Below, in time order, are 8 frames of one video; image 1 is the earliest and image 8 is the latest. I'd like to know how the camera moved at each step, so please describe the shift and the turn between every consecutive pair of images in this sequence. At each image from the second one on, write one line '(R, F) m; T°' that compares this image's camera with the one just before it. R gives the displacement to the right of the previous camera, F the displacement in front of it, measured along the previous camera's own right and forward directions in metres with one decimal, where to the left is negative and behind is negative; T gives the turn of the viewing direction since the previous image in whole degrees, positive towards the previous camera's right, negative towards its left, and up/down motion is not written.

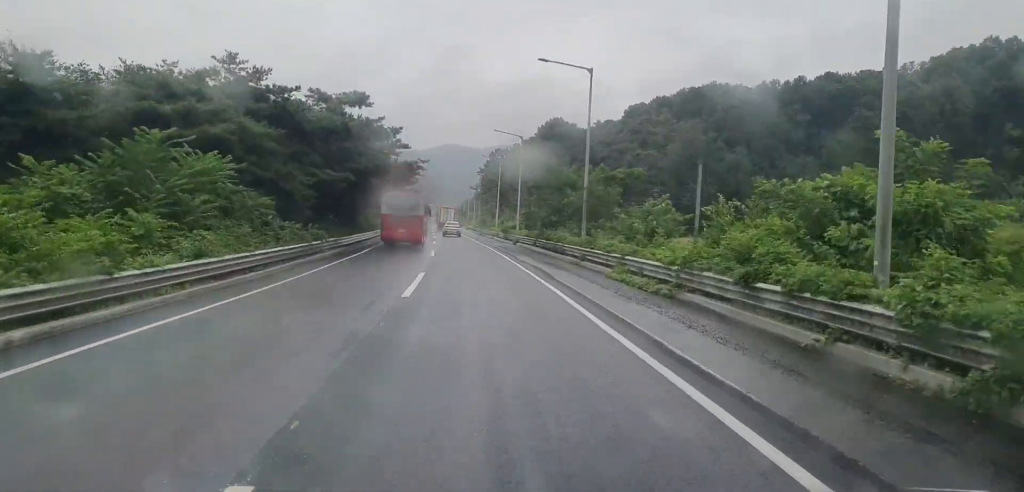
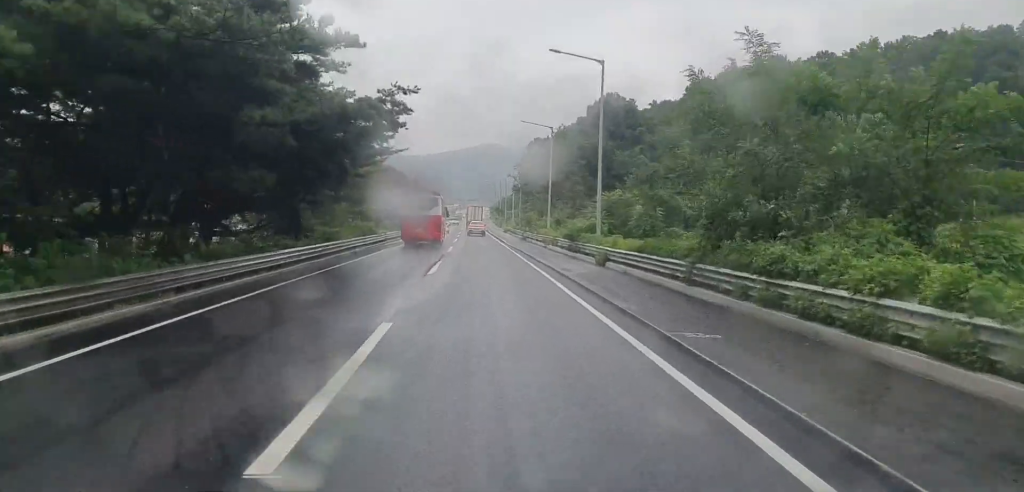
(-0.9, +33.2) m; -2°
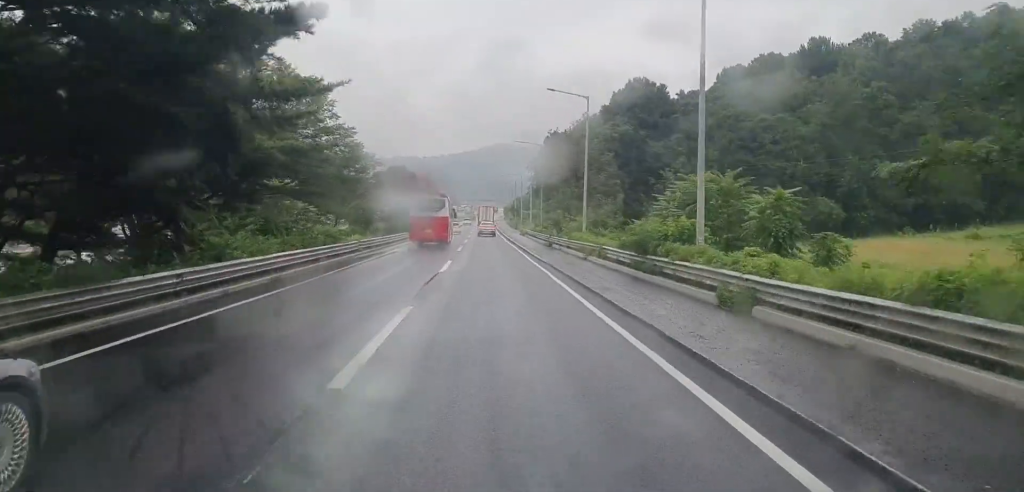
(-0.2, +16.8) m; -1°
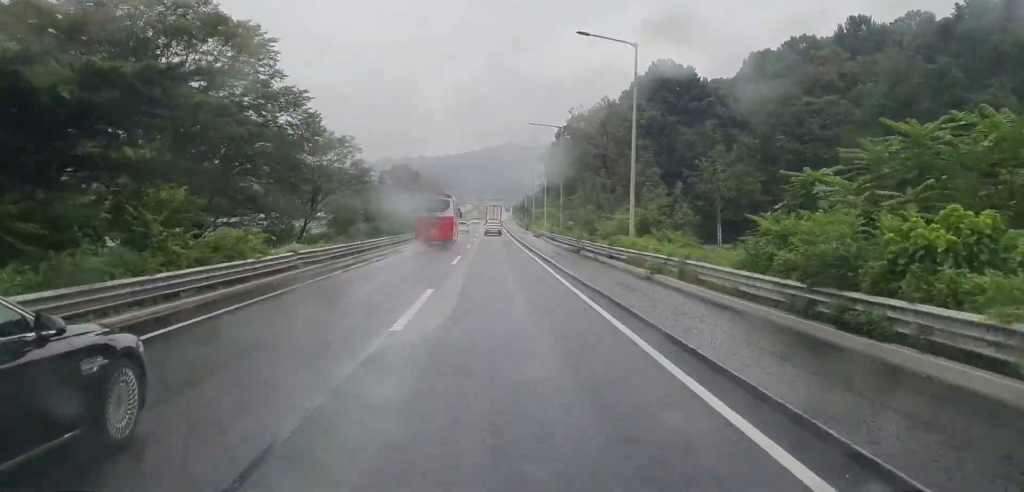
(0.0, +14.7) m; 0°
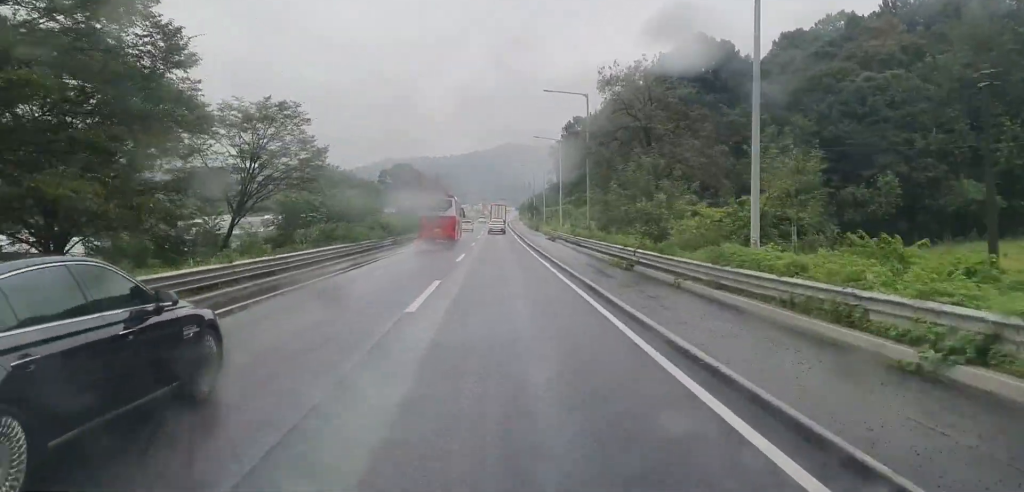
(0.0, +16.6) m; -1°
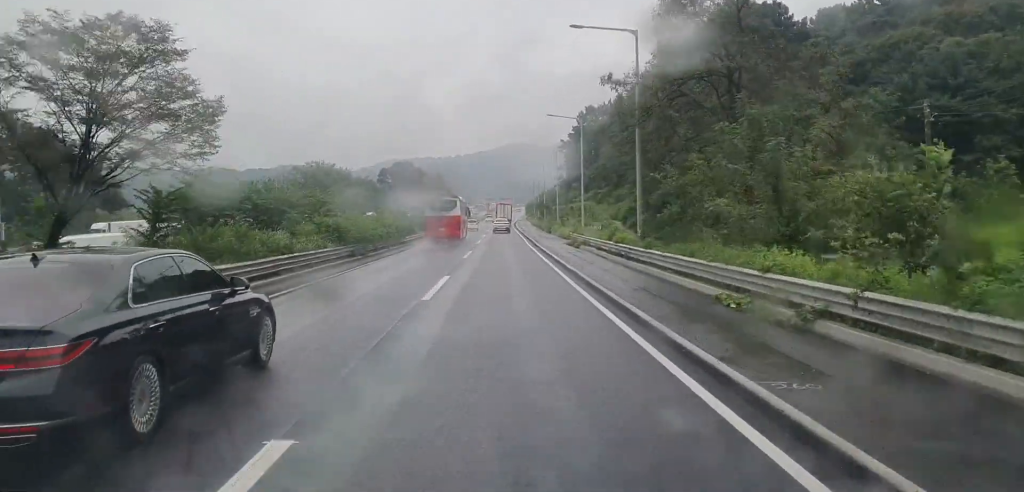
(-0.1, +16.5) m; 0°
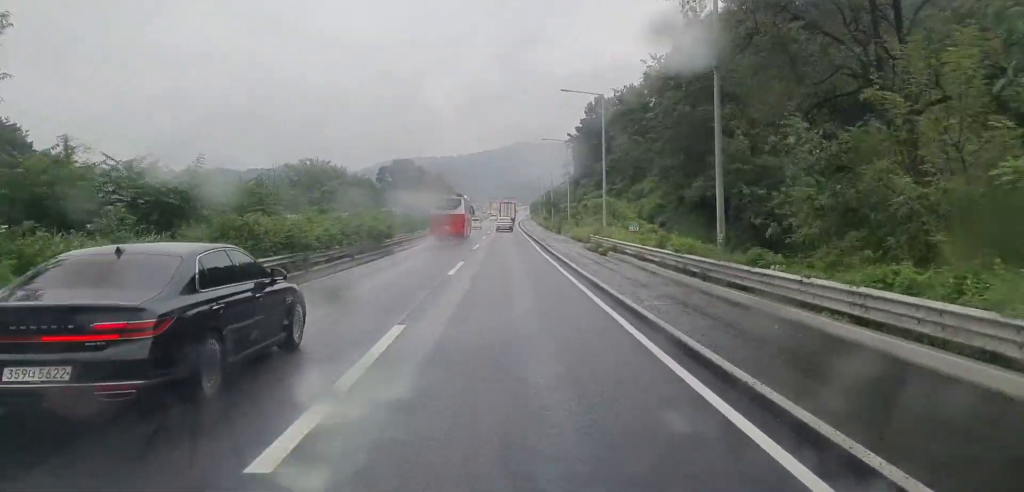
(-0.2, +11.9) m; 0°
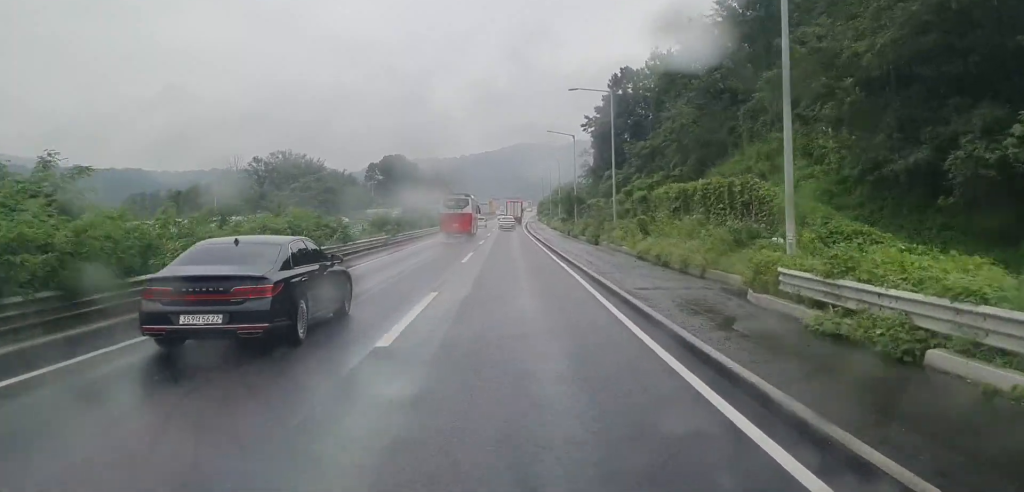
(+0.5, +33.0) m; 0°
